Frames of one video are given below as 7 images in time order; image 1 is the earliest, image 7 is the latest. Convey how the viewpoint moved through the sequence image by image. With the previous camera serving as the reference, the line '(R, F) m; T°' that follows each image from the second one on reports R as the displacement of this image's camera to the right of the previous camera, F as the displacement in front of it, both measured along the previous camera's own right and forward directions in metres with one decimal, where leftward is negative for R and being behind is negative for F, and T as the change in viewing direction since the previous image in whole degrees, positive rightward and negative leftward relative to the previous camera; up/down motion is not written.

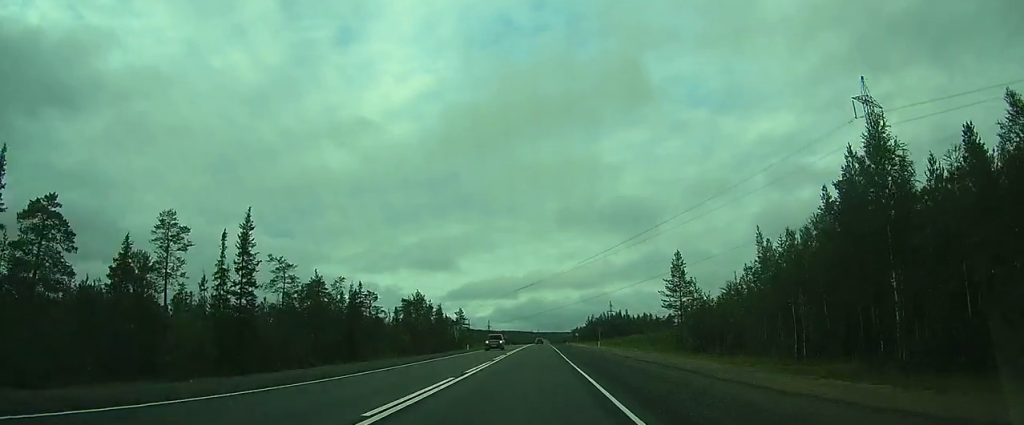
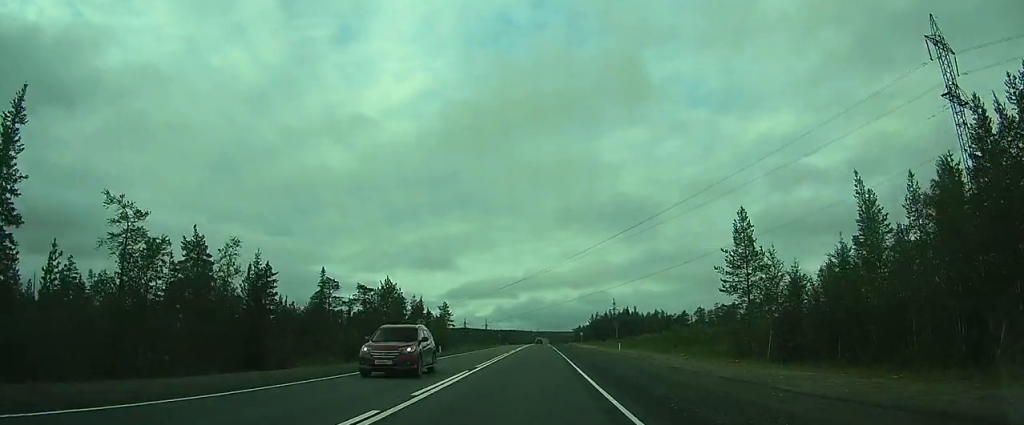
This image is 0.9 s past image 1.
(0.0, +20.8) m; 0°
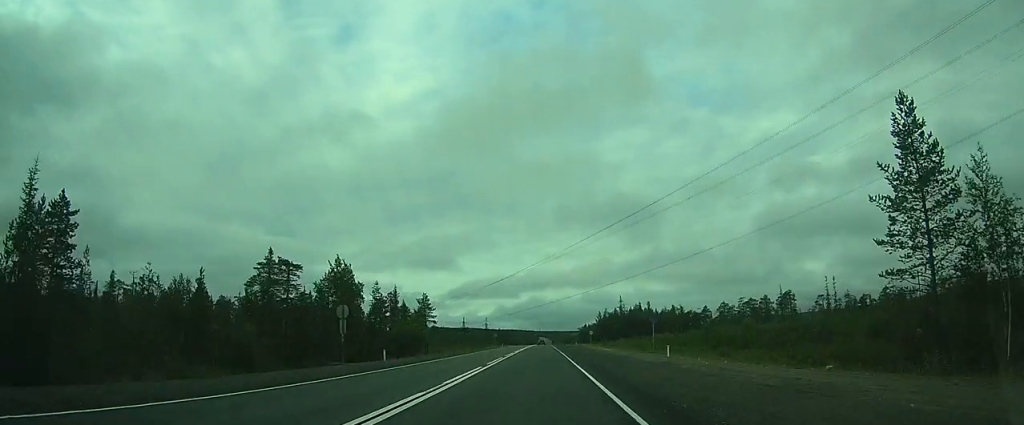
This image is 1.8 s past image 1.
(0.0, +20.8) m; 0°
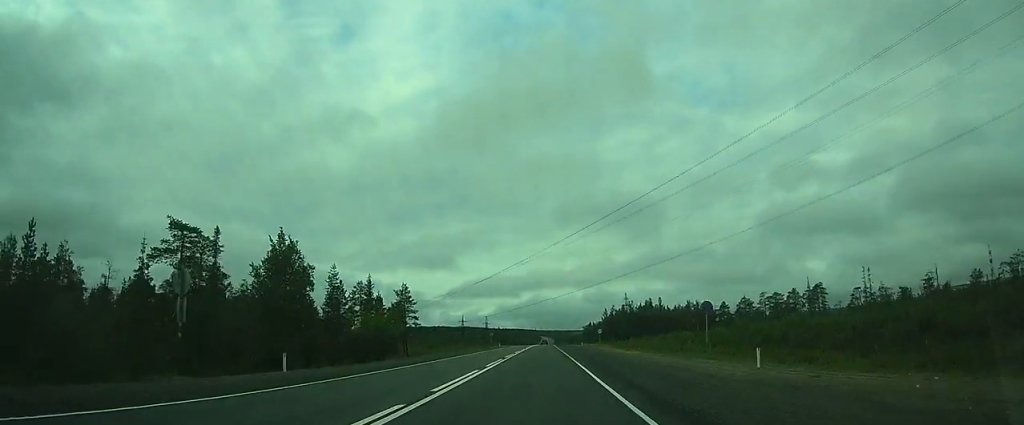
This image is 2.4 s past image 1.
(0.0, +14.7) m; 0°
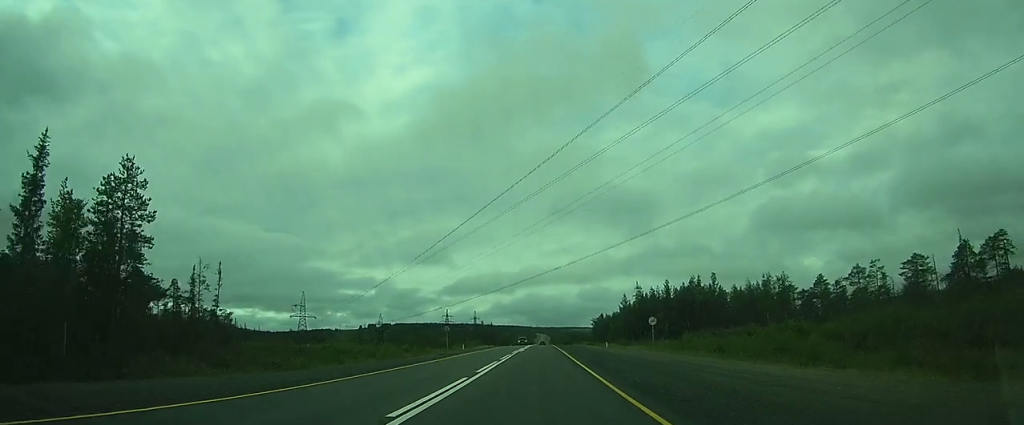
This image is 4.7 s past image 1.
(-0.4, +53.3) m; -1°
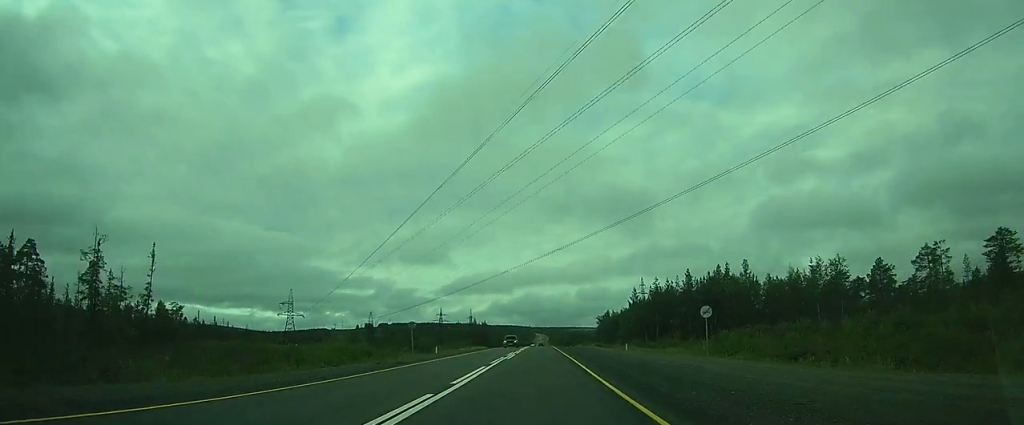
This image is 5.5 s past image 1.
(0.0, +17.7) m; 0°
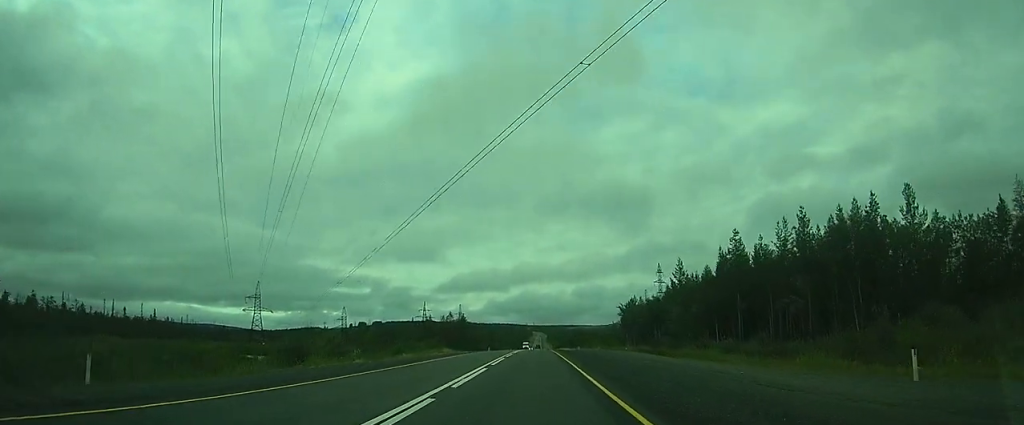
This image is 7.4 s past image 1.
(+0.1, +42.1) m; +2°
